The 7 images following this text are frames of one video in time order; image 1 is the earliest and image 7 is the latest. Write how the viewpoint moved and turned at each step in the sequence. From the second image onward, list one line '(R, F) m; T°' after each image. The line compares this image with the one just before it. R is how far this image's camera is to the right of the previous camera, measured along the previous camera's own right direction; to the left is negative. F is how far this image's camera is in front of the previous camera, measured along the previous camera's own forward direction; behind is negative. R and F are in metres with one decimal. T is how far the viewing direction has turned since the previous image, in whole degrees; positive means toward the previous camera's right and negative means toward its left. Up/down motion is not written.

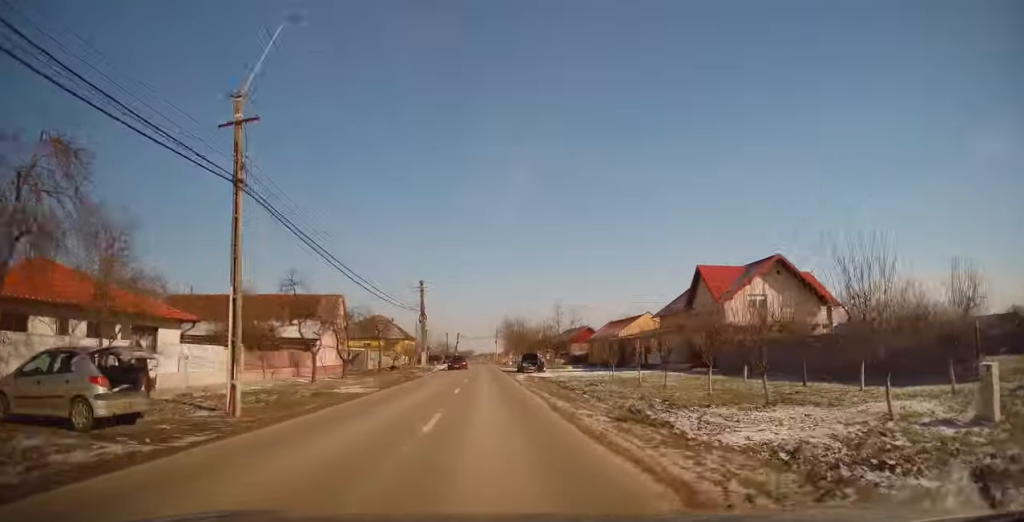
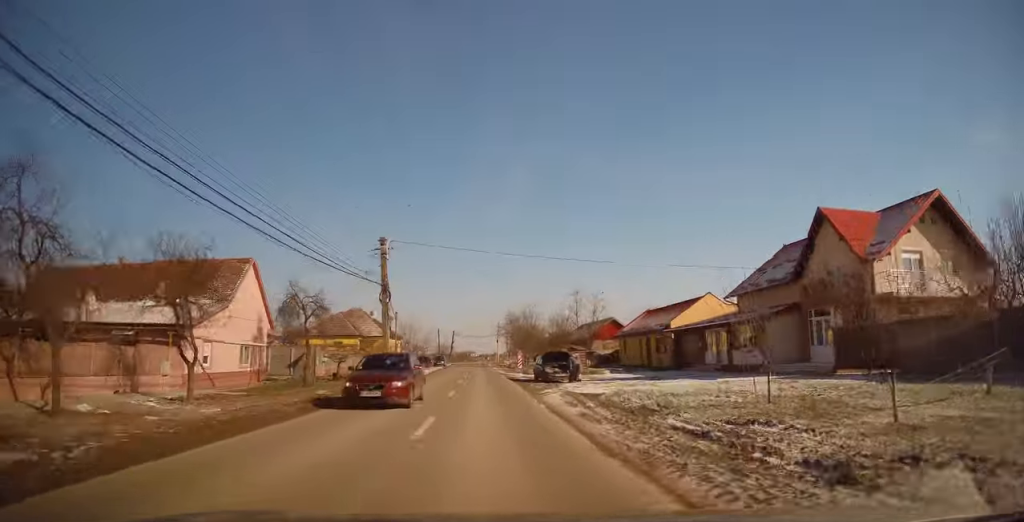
(+0.2, +18.1) m; 0°
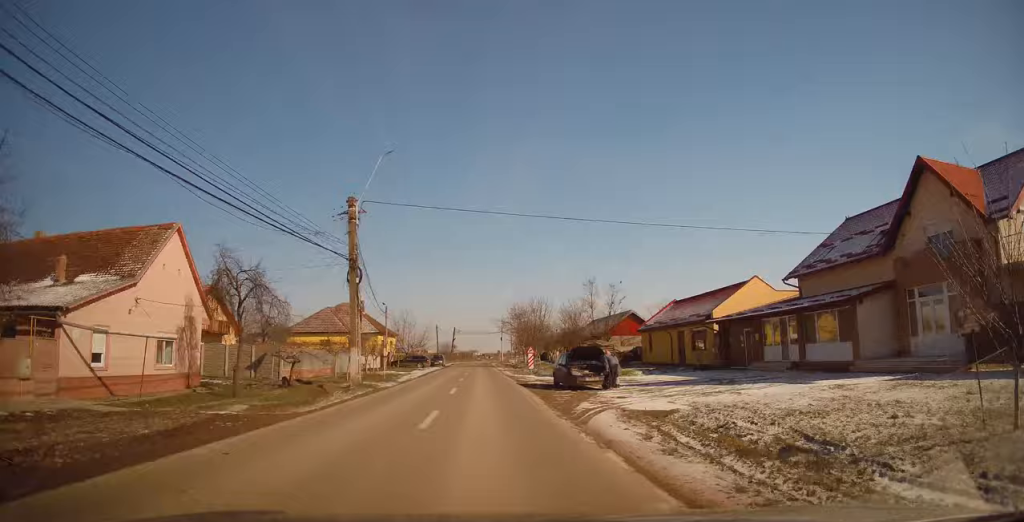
(-0.1, +8.0) m; -1°
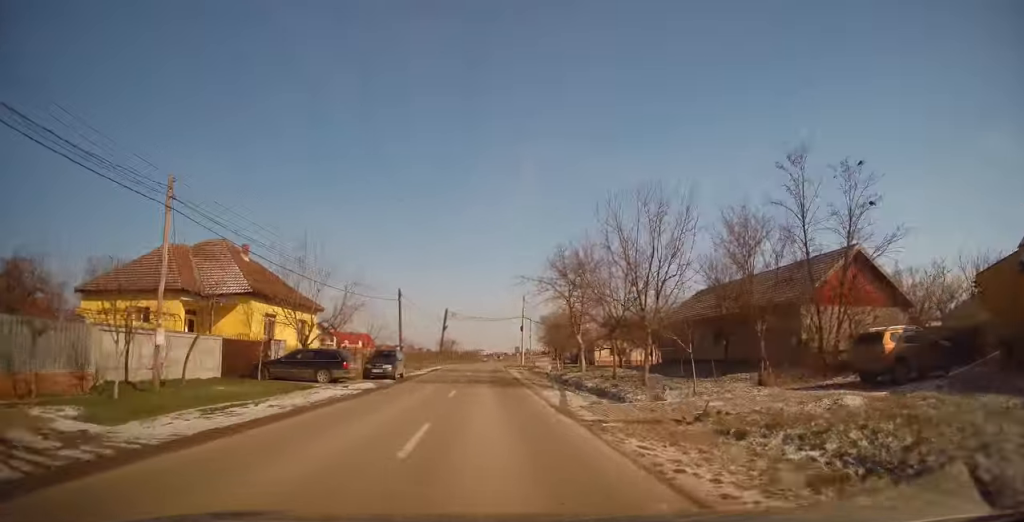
(-0.2, +39.9) m; 0°
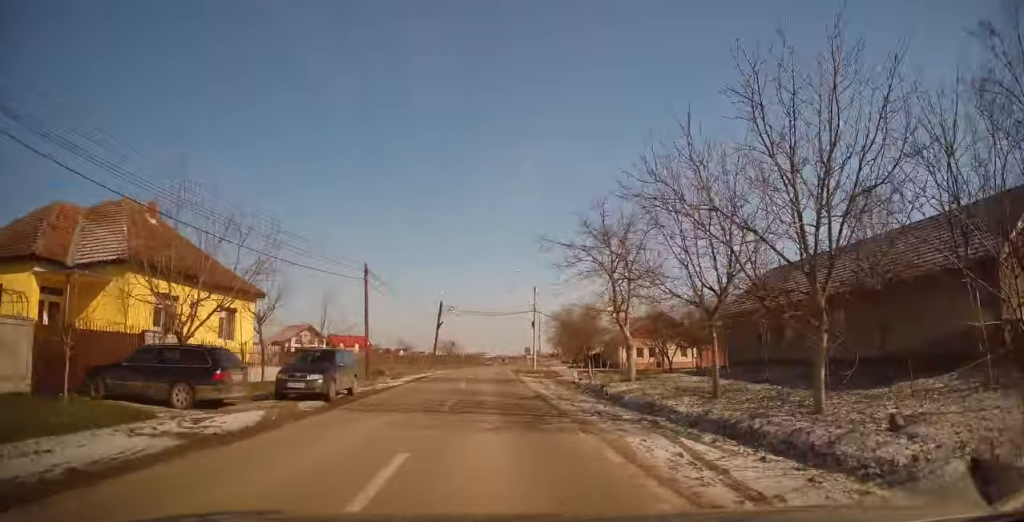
(+0.1, +11.4) m; -1°
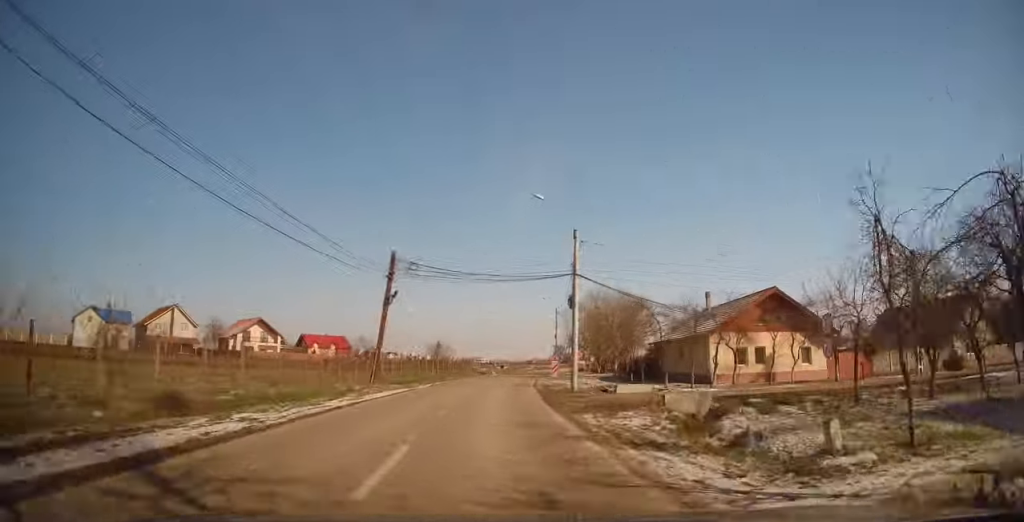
(-0.3, +25.9) m; +1°
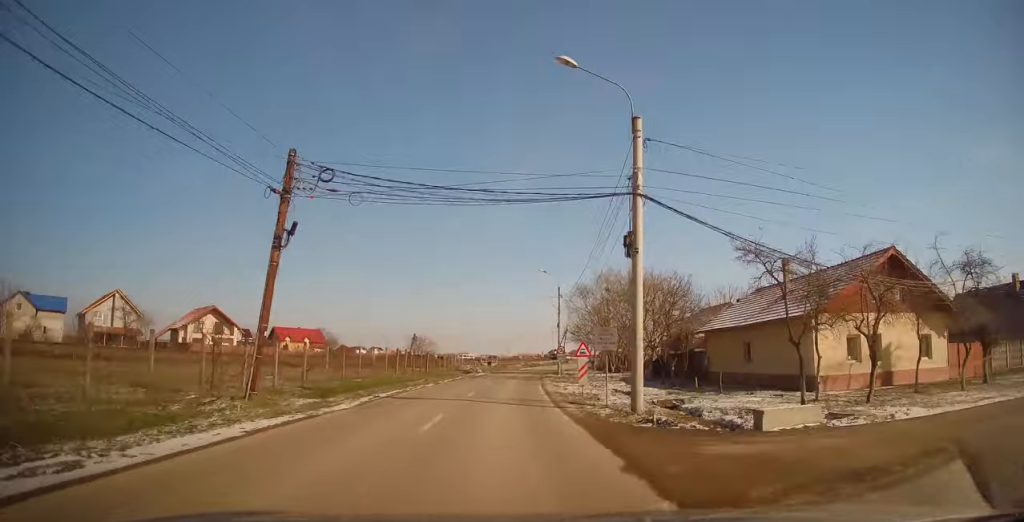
(+0.1, +13.3) m; +1°
